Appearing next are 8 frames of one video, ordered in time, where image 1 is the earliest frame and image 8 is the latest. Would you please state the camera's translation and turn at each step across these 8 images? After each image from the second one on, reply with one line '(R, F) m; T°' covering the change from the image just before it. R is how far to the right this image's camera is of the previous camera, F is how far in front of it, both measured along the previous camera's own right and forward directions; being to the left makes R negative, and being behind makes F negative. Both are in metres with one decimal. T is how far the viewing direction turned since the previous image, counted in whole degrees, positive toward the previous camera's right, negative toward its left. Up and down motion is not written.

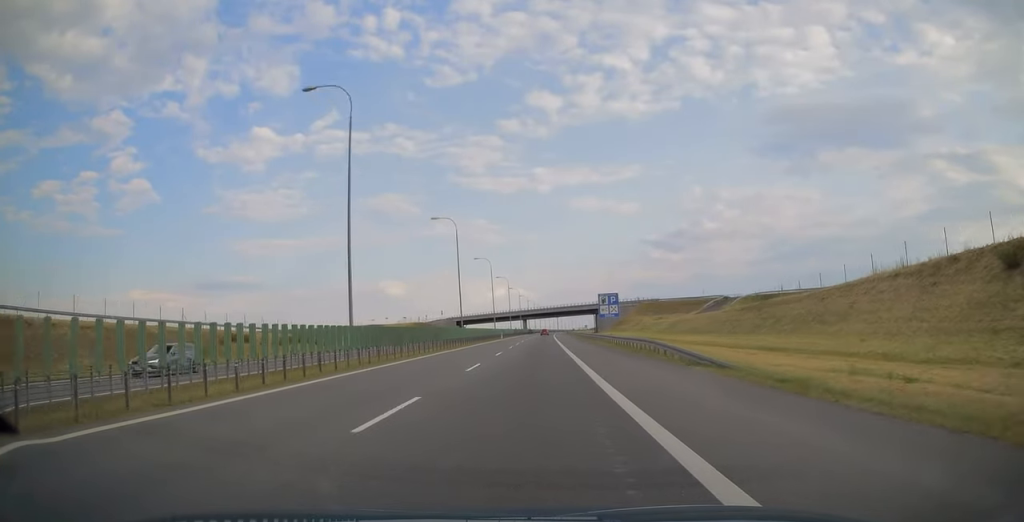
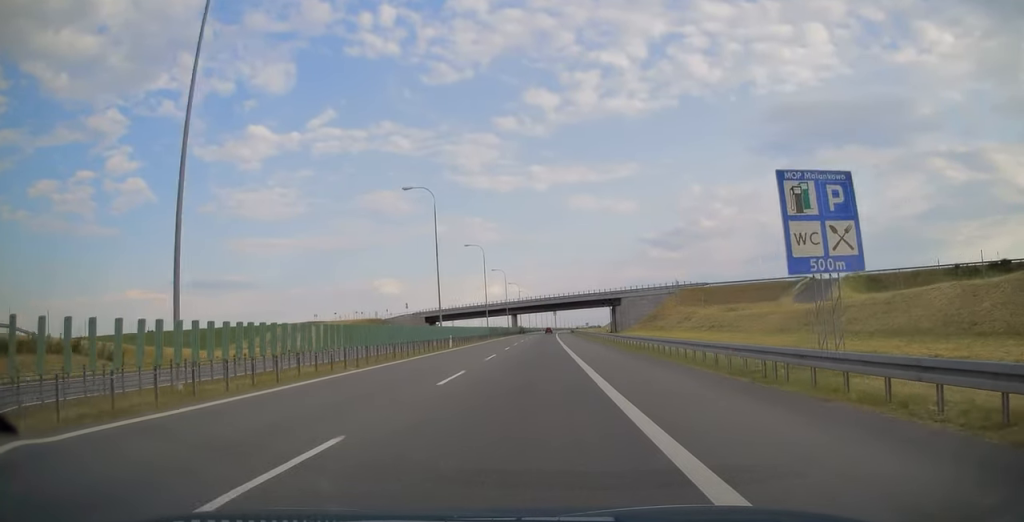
(+0.2, +52.7) m; 0°
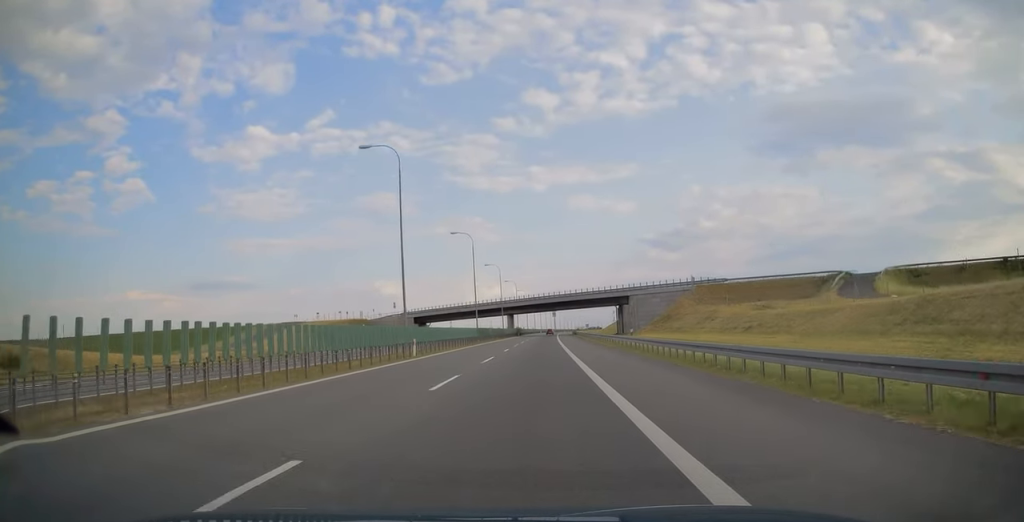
(0.0, +13.0) m; 0°
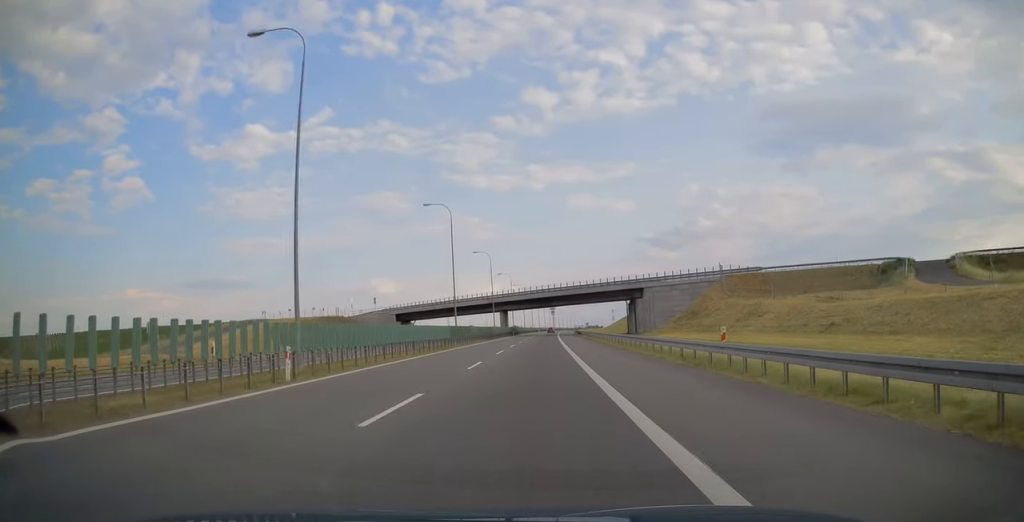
(0.0, +17.4) m; 0°
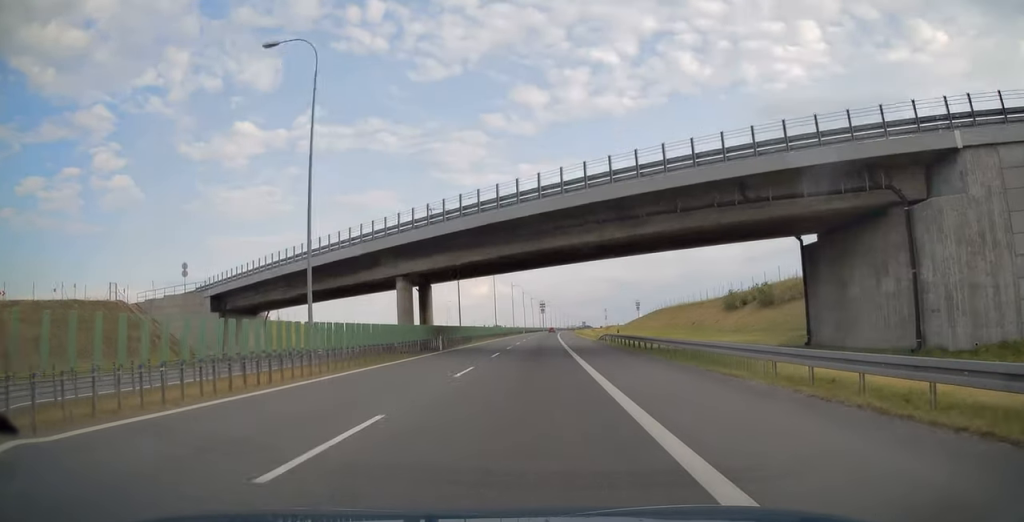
(+0.6, +75.1) m; +1°
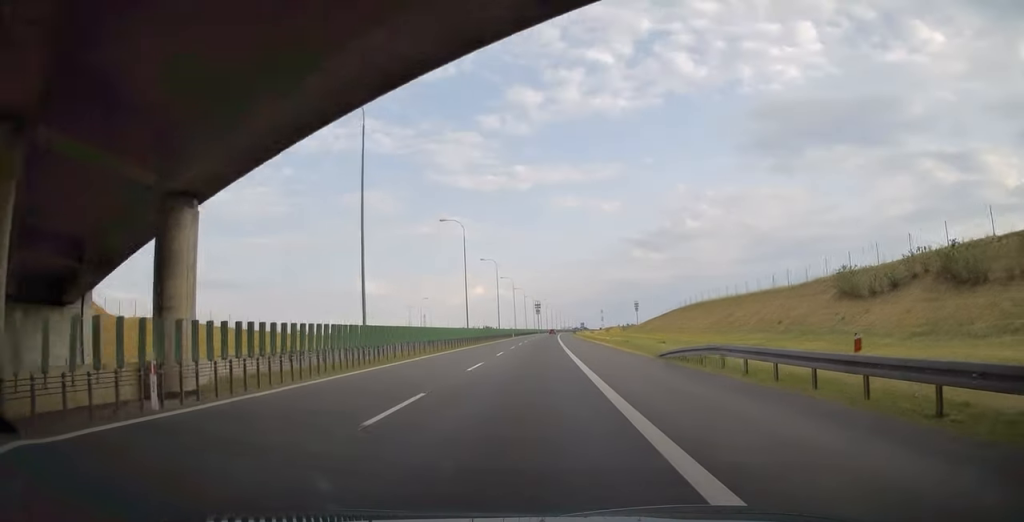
(0.0, +32.1) m; 0°
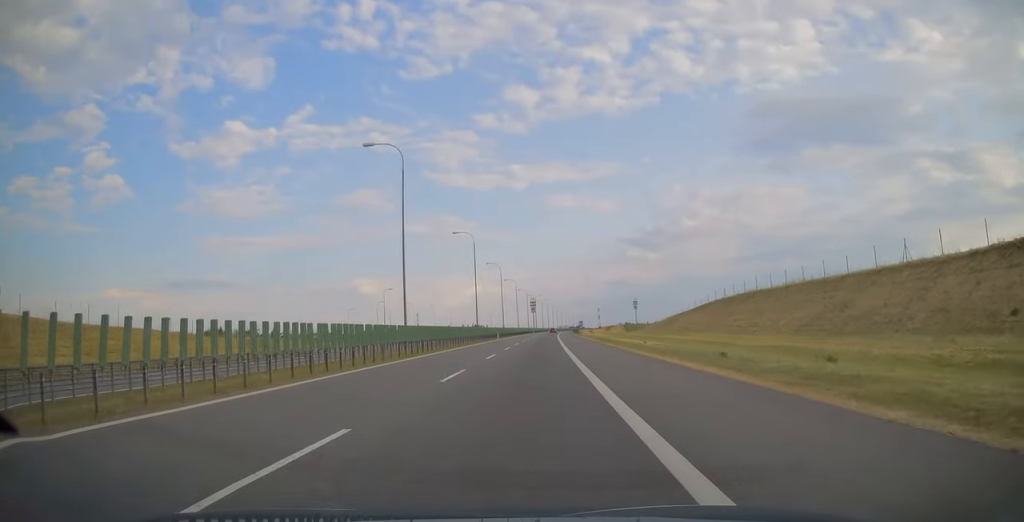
(+0.1, +28.8) m; +1°
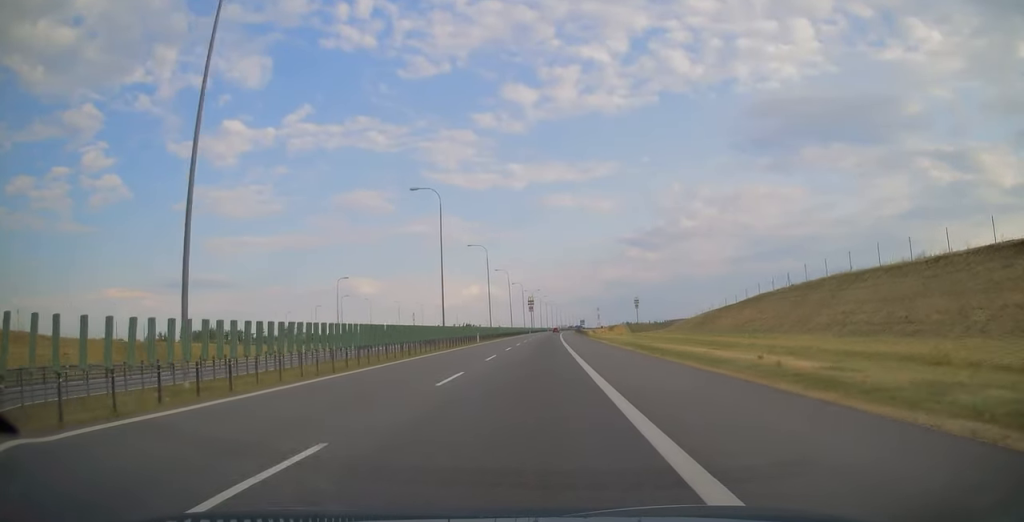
(+0.1, +25.1) m; 0°
